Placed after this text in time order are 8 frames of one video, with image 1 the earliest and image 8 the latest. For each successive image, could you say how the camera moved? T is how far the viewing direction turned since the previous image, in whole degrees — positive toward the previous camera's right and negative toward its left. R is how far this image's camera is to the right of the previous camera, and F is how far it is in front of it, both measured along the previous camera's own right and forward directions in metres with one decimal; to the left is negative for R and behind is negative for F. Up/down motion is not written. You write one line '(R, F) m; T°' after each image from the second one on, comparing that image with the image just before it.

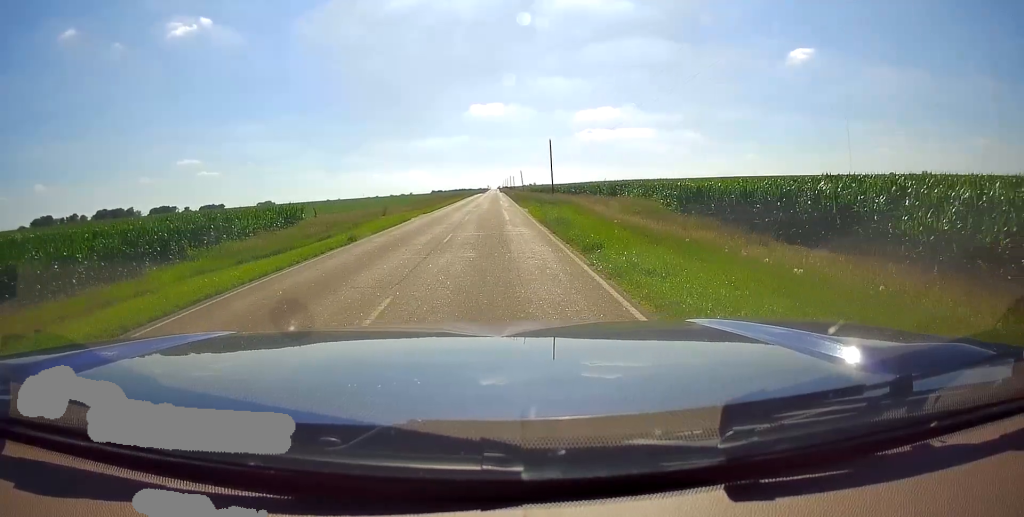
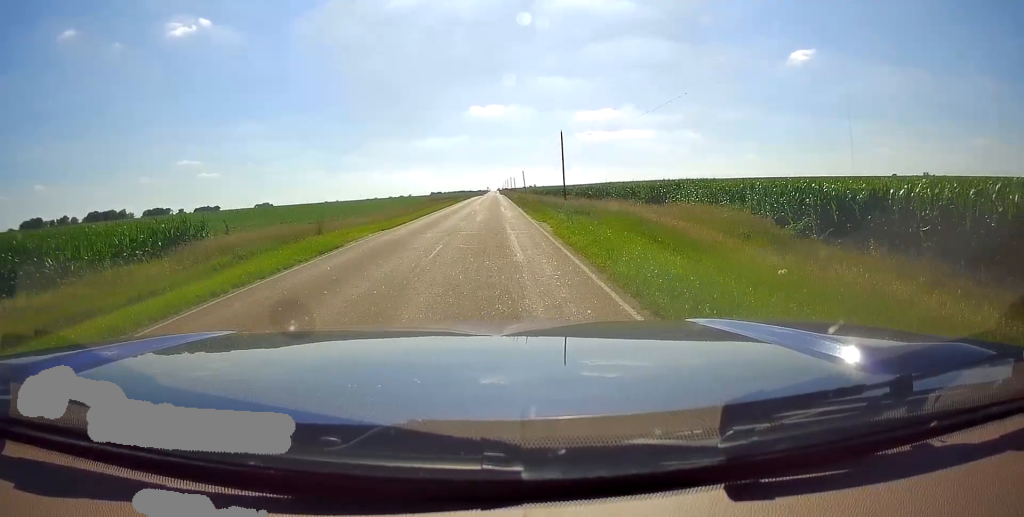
(+0.3, +15.5) m; 0°
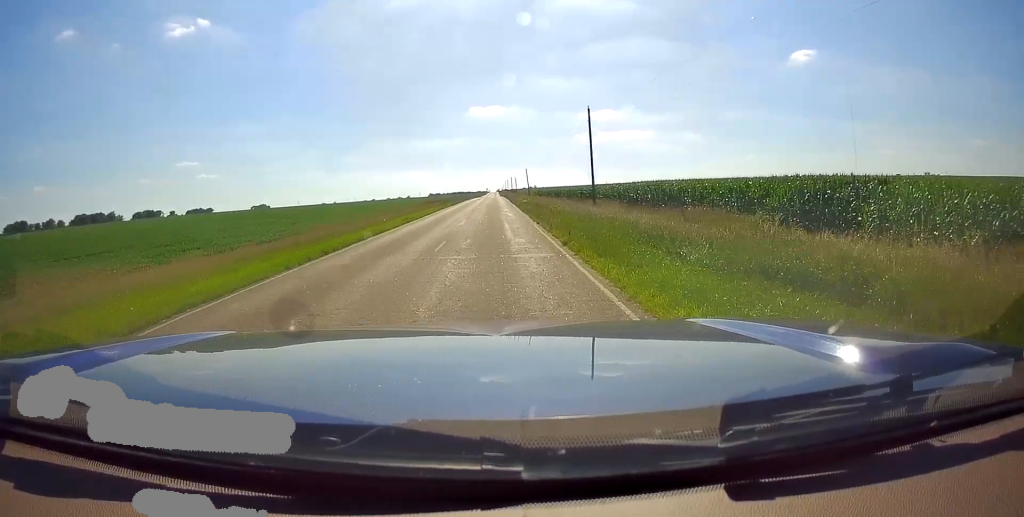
(-0.4, +21.9) m; -1°
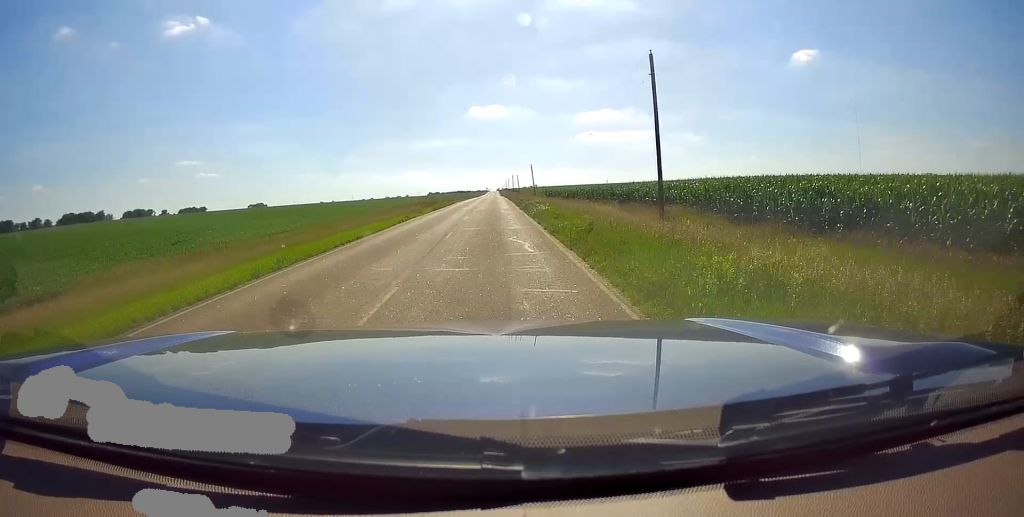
(-0.1, +20.5) m; 0°
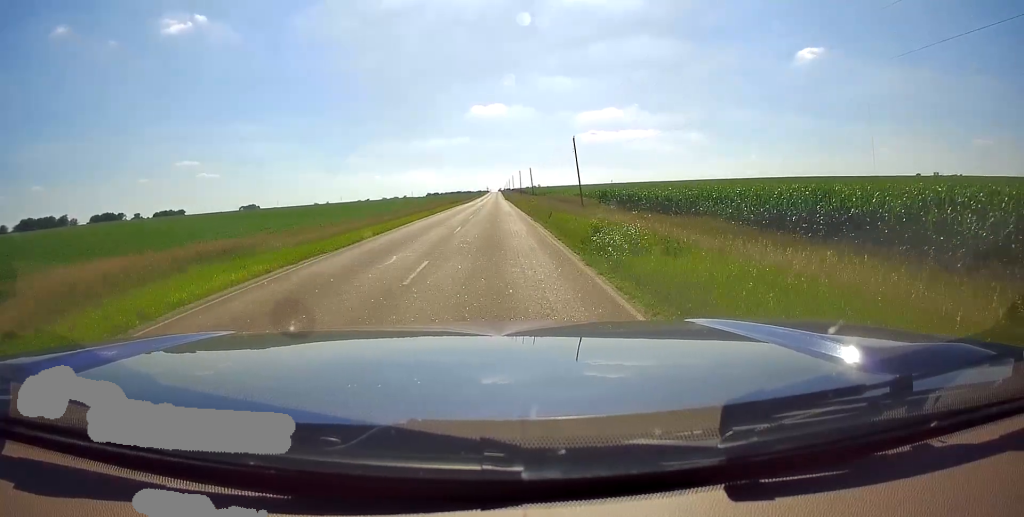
(0.0, +67.7) m; 0°
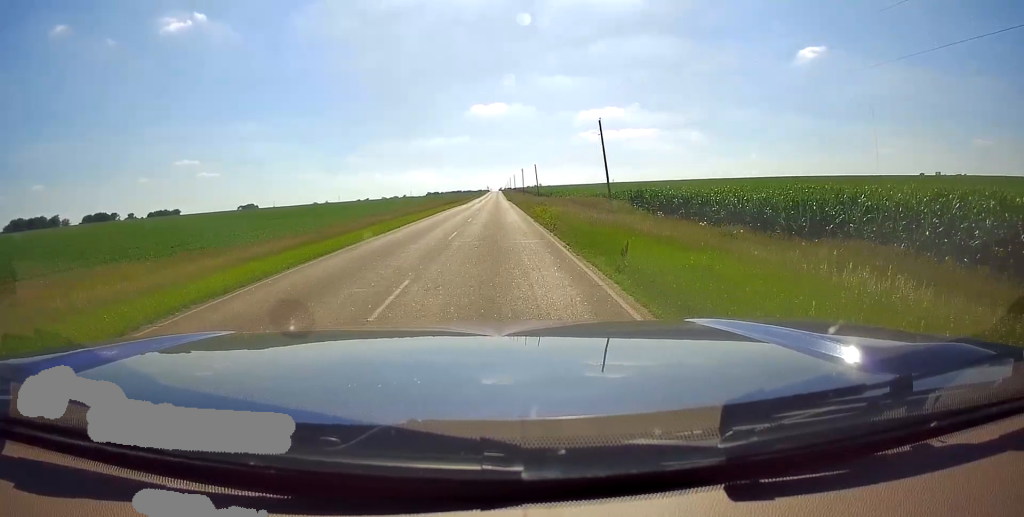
(0.0, +14.9) m; 0°
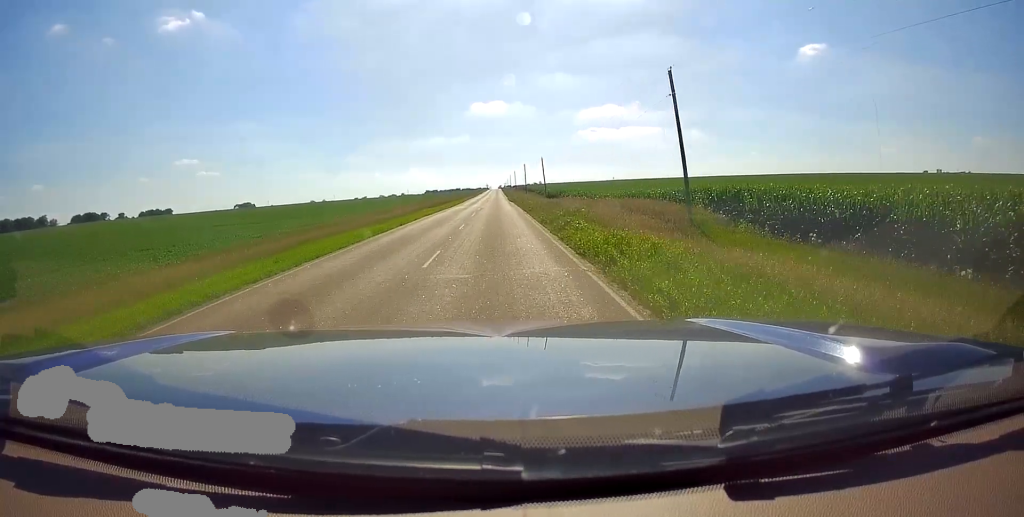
(0.0, +18.7) m; 0°
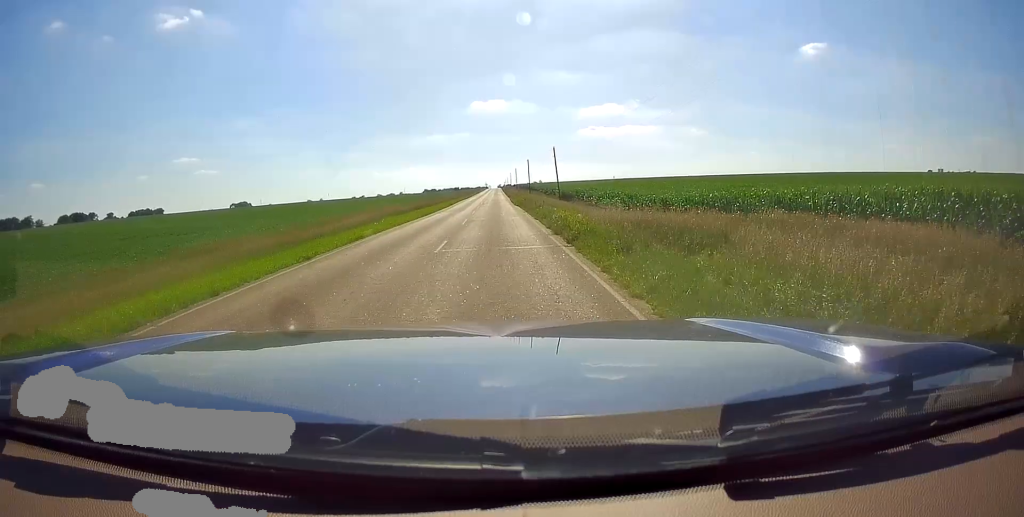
(0.0, +21.2) m; 0°
